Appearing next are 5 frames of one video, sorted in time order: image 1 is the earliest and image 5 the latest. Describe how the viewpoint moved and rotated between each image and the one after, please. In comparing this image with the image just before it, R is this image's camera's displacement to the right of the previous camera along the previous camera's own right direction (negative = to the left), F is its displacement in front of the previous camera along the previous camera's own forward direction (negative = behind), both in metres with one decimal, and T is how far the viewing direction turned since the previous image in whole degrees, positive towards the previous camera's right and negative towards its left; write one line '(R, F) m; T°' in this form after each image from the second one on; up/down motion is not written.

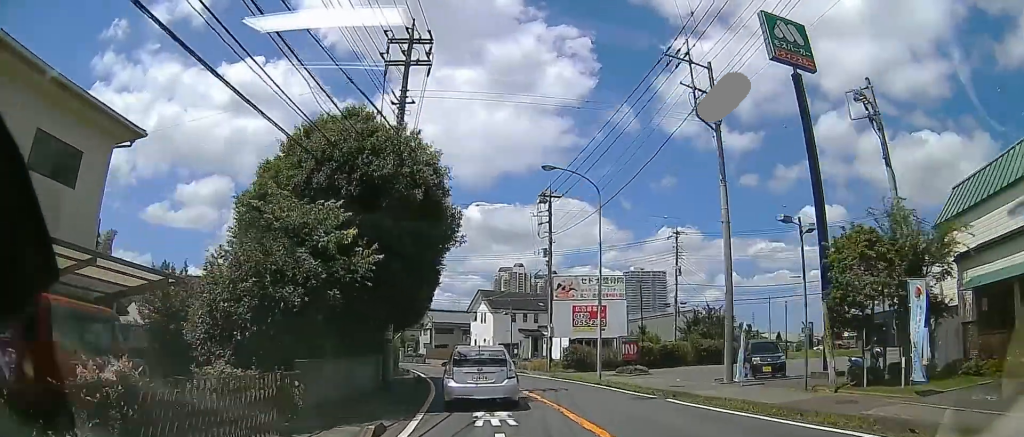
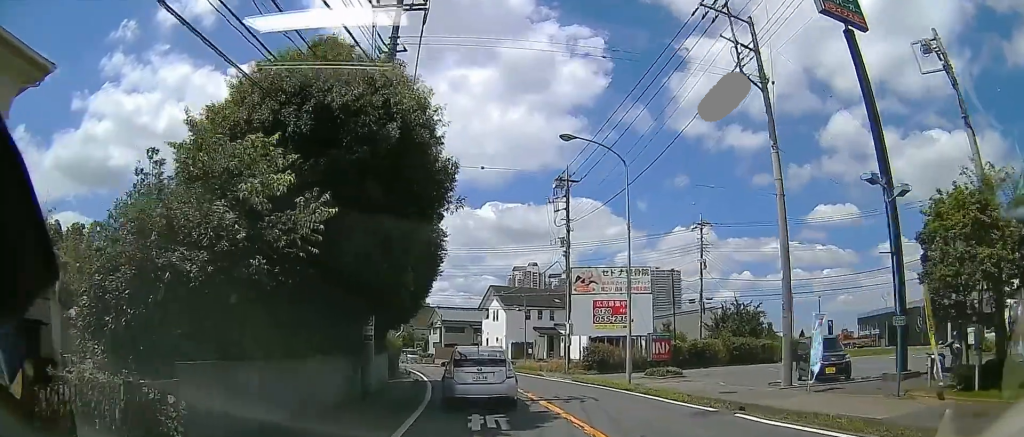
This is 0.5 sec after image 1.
(-0.2, +4.5) m; -4°
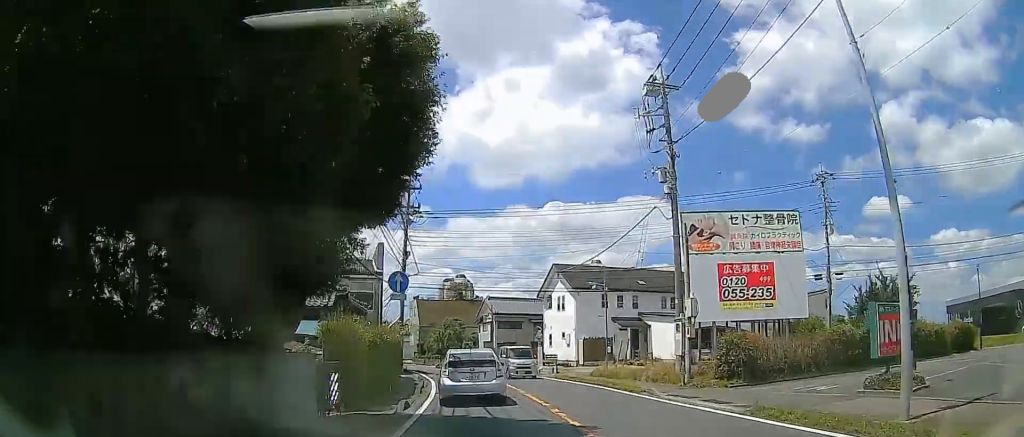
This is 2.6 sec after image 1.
(-0.5, +16.8) m; -4°
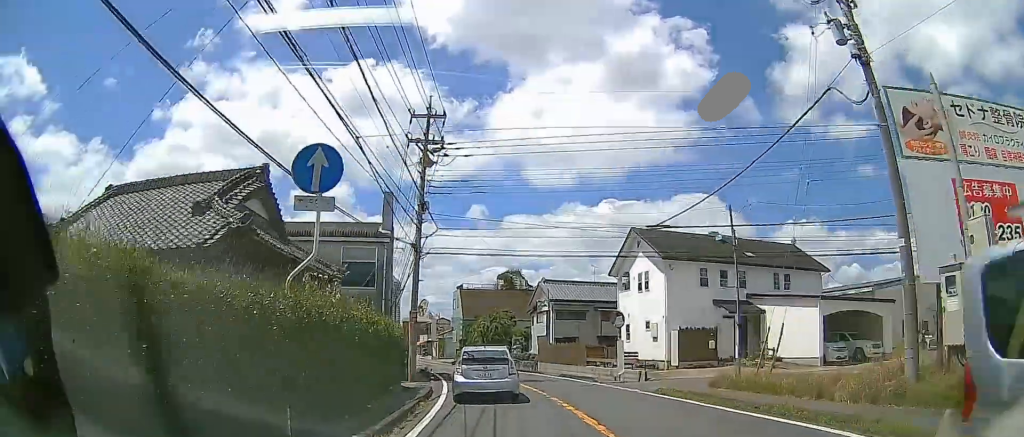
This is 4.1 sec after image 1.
(-0.4, +12.1) m; -2°
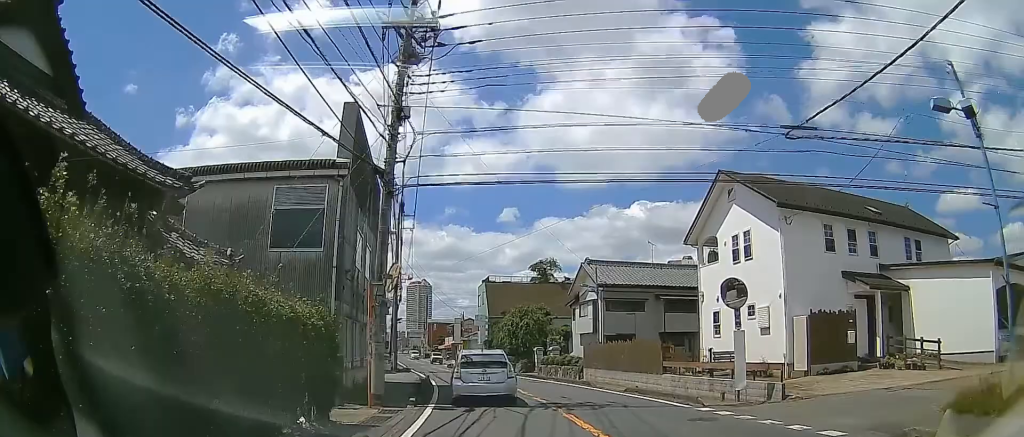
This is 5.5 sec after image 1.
(-0.2, +10.4) m; -8°
